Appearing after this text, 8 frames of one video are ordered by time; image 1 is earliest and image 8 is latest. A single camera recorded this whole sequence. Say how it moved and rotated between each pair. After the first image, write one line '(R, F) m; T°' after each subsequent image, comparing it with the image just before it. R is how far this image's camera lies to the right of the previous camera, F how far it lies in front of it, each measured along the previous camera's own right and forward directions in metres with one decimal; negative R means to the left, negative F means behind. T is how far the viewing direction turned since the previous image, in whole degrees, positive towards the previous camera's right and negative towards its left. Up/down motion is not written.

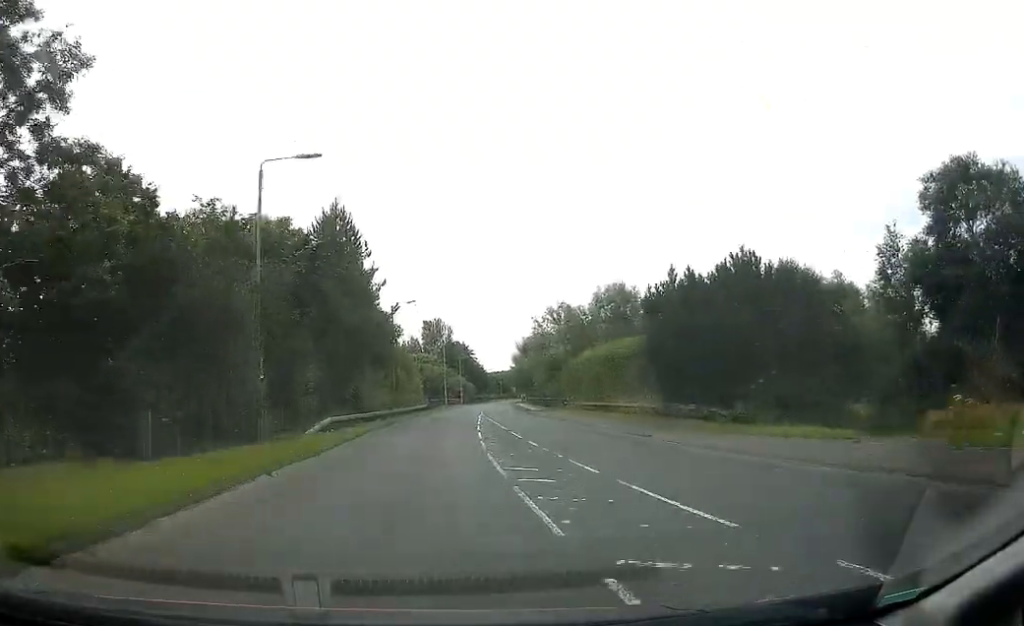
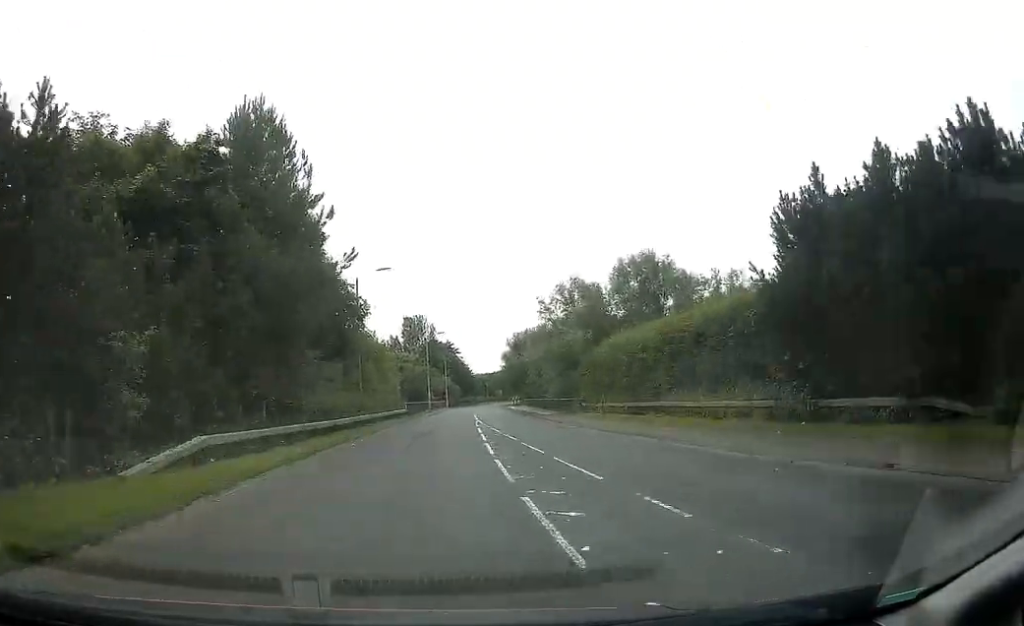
(0.0, +13.0) m; +1°
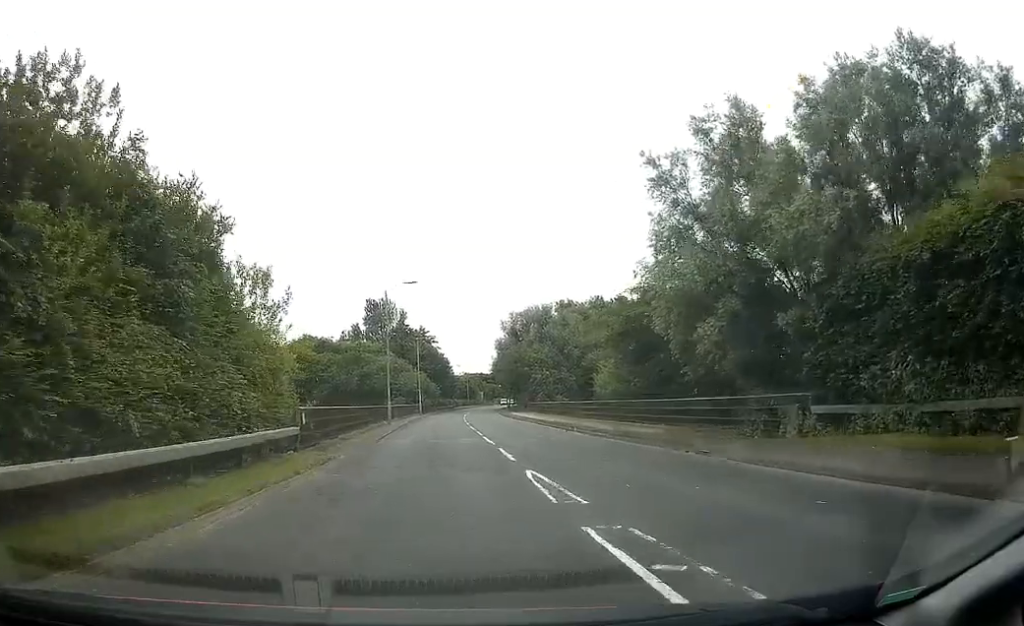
(+0.8, +32.0) m; +3°
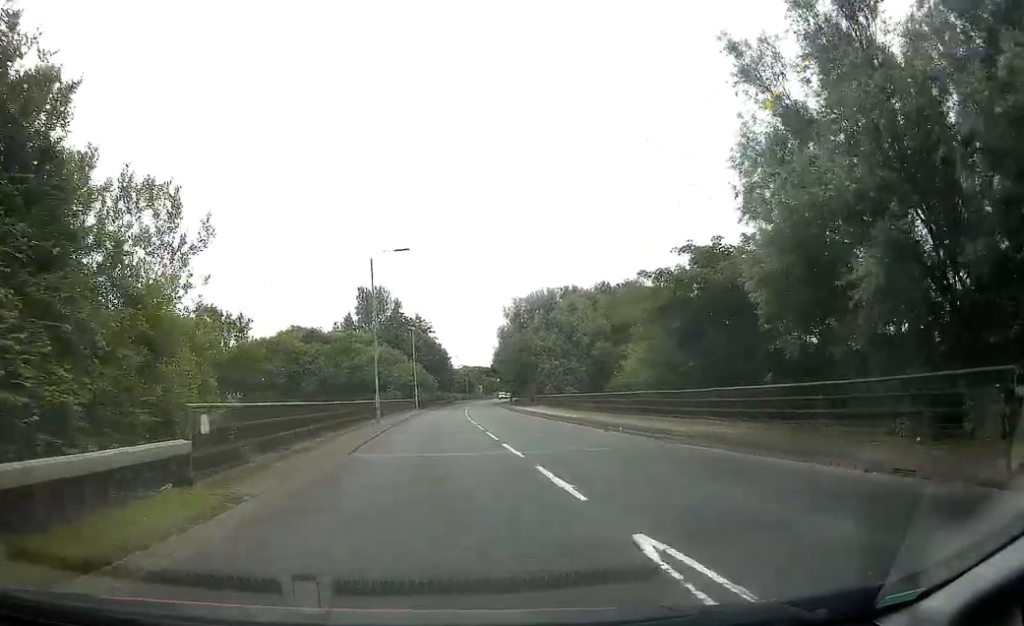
(0.0, +6.7) m; +1°
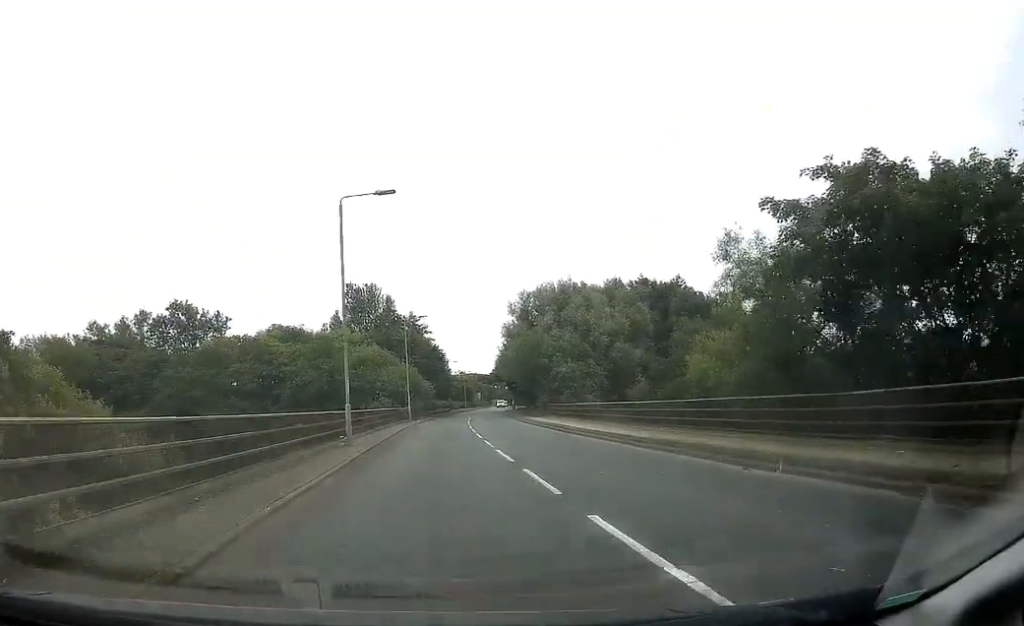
(+0.1, +10.4) m; +1°
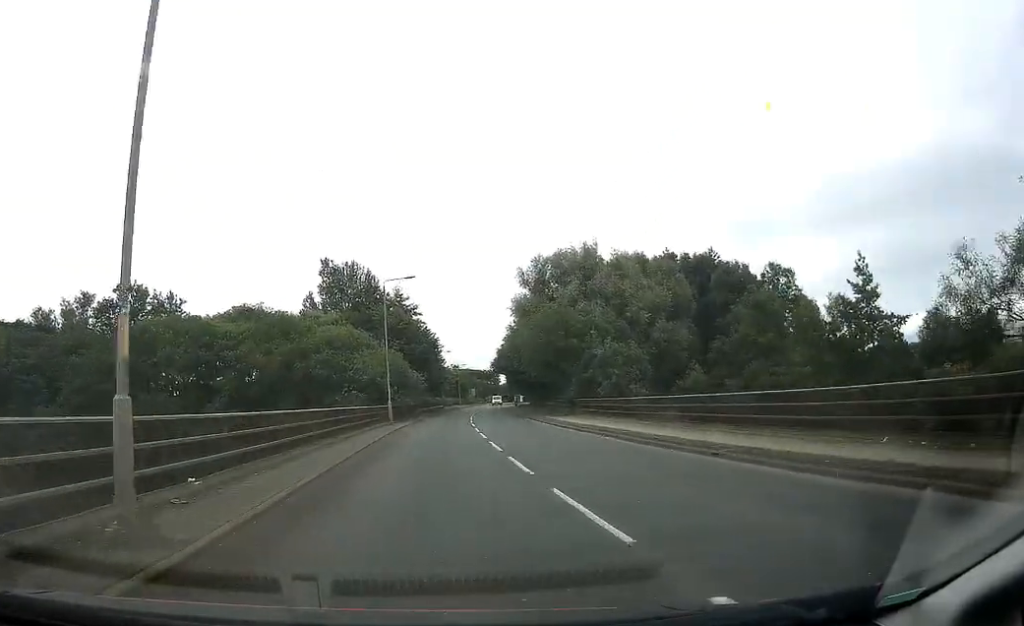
(+0.2, +16.3) m; 0°
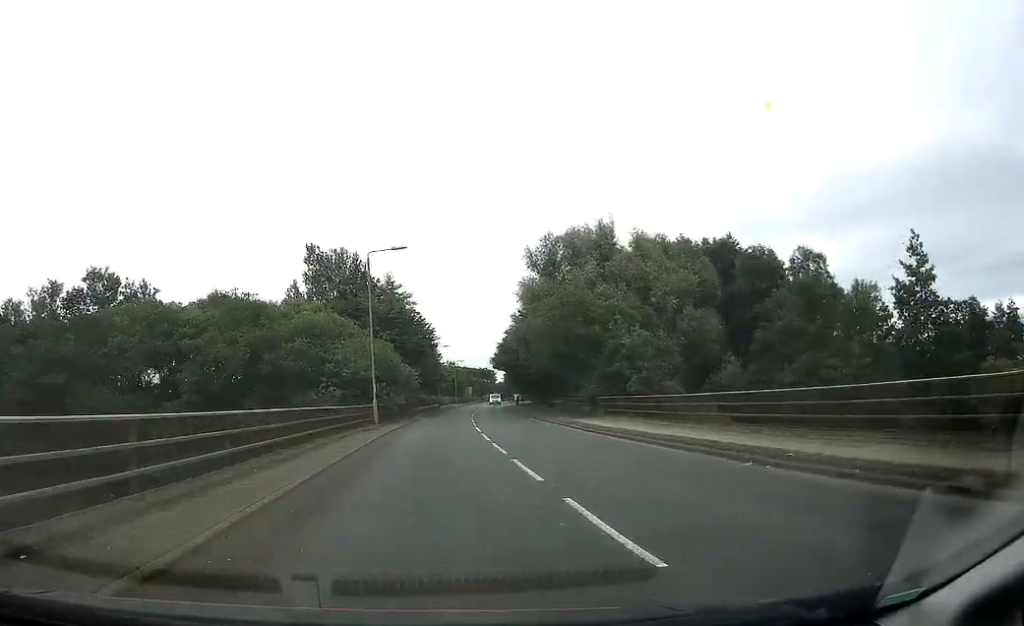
(0.0, +7.4) m; 0°
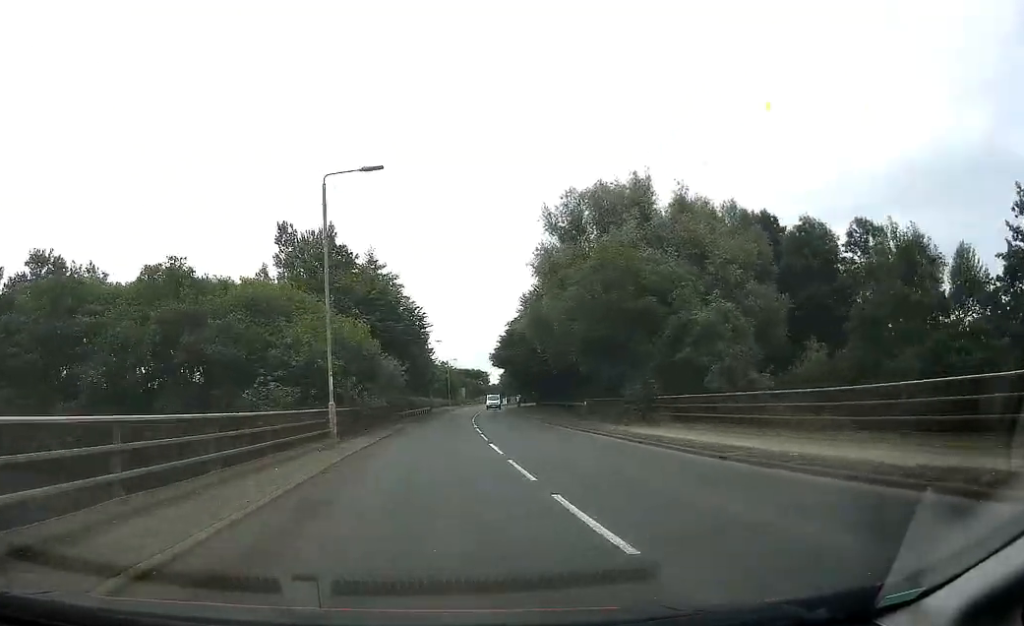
(-0.1, +10.5) m; 0°
